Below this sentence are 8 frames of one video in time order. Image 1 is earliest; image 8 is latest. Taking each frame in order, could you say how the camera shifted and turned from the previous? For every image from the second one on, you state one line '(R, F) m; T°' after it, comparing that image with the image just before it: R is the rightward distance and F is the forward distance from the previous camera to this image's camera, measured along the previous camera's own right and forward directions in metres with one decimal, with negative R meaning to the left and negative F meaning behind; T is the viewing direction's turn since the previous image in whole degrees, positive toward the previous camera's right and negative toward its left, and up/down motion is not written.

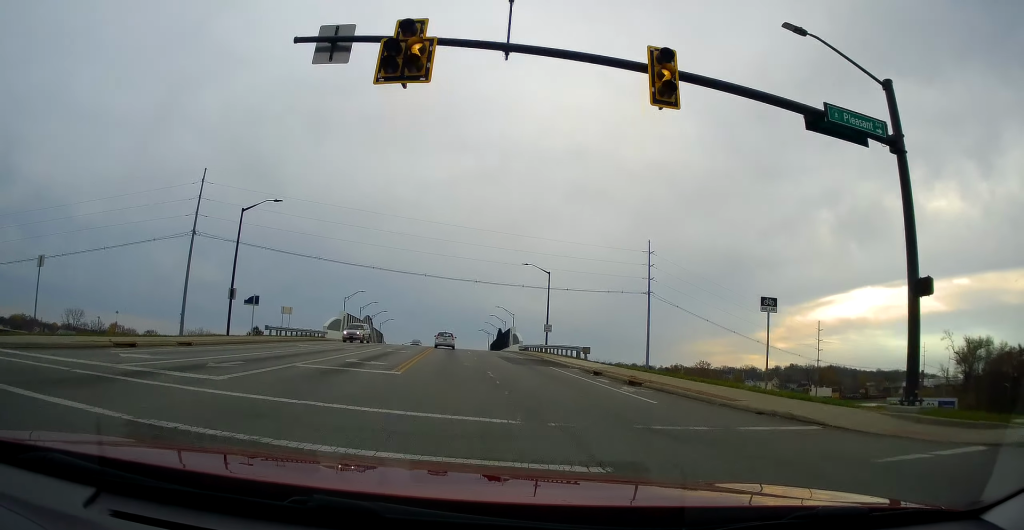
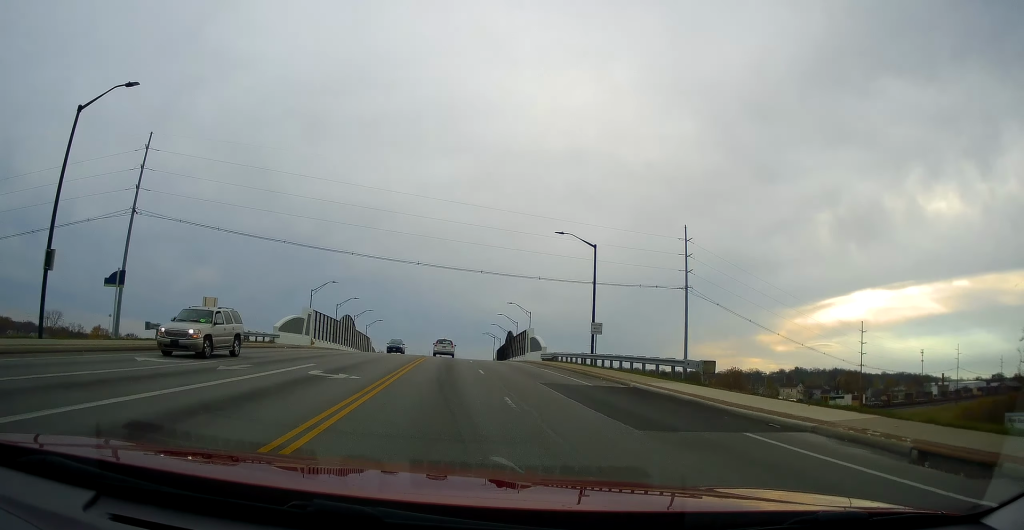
(0.0, +20.2) m; 0°
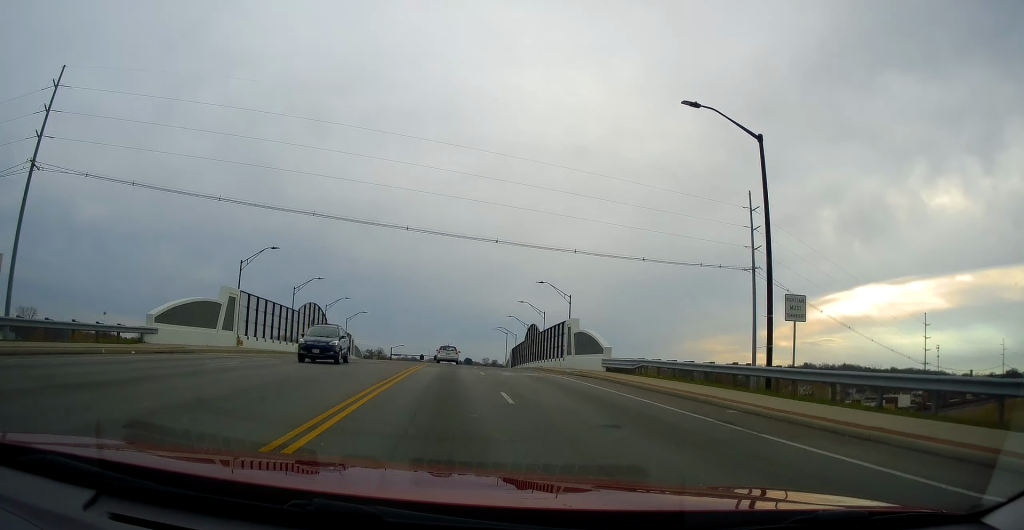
(0.0, +23.4) m; -1°
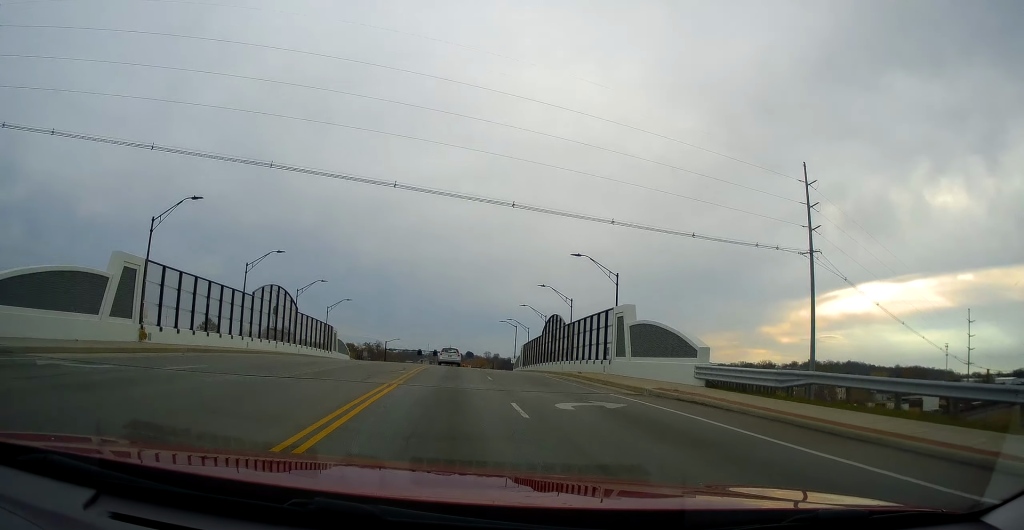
(-0.1, +13.9) m; 0°
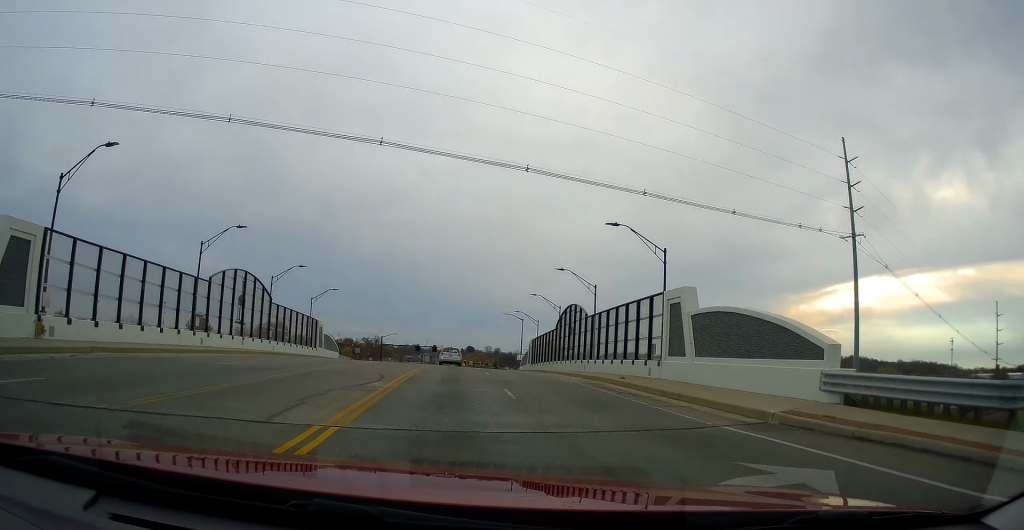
(-0.3, +8.2) m; +1°
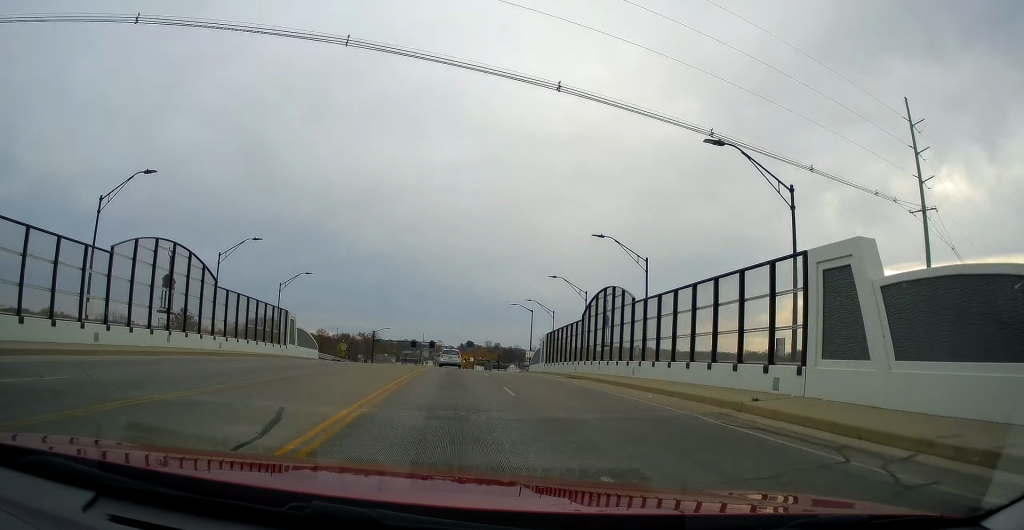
(+0.5, +11.6) m; +1°
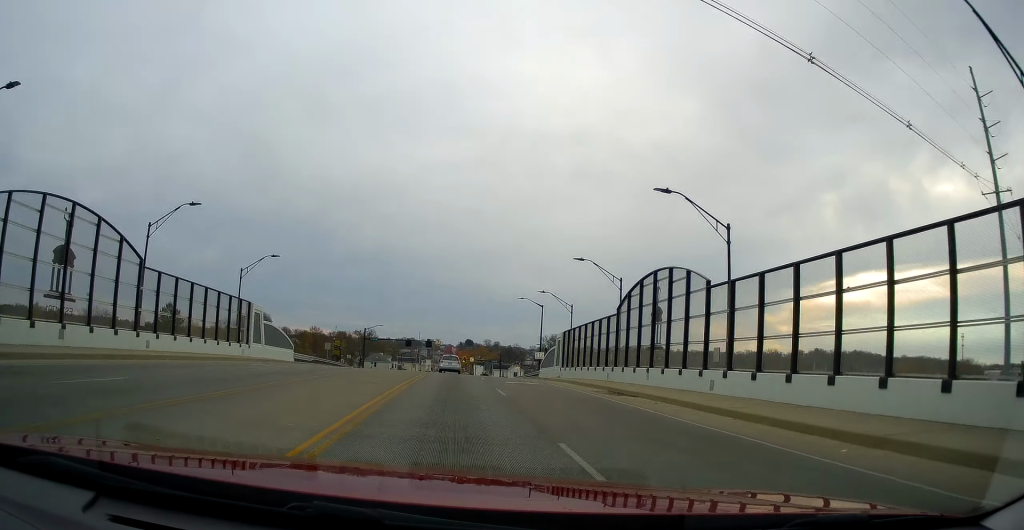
(+0.2, +10.0) m; +1°
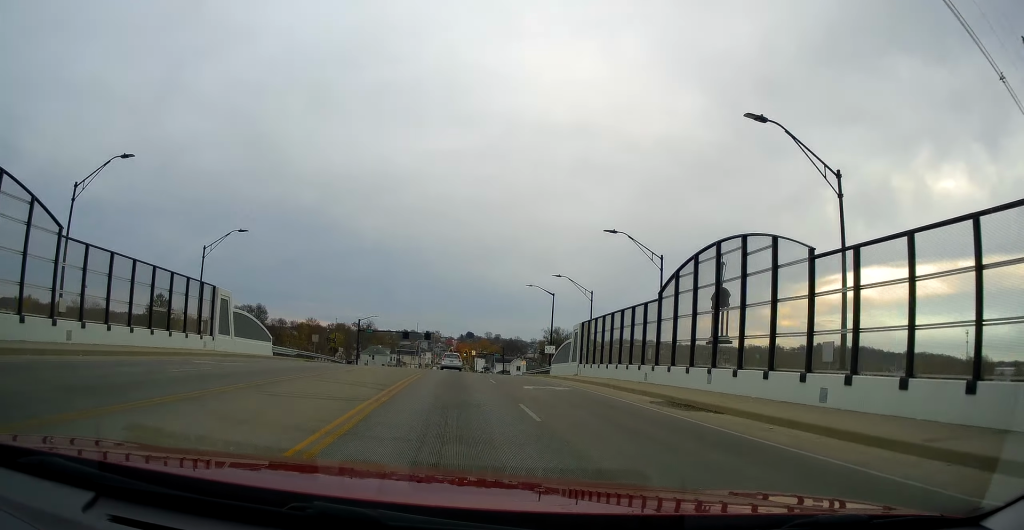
(-0.2, +7.2) m; 0°
